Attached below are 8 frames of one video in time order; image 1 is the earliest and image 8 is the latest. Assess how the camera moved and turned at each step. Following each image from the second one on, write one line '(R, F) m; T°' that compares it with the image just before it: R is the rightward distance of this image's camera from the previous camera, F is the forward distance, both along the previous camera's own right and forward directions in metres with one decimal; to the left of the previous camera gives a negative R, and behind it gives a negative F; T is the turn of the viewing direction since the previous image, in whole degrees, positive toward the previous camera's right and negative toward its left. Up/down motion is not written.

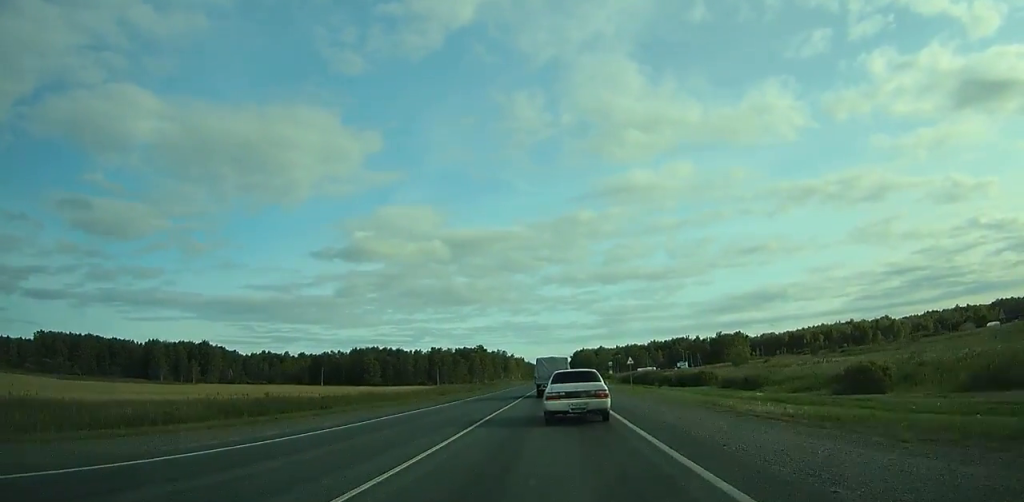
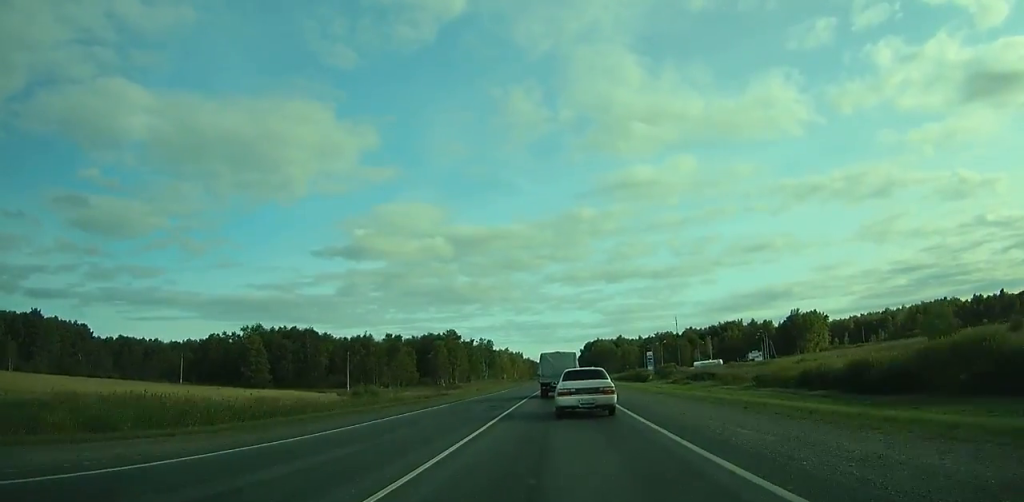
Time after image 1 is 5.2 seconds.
(-0.2, +108.9) m; 0°
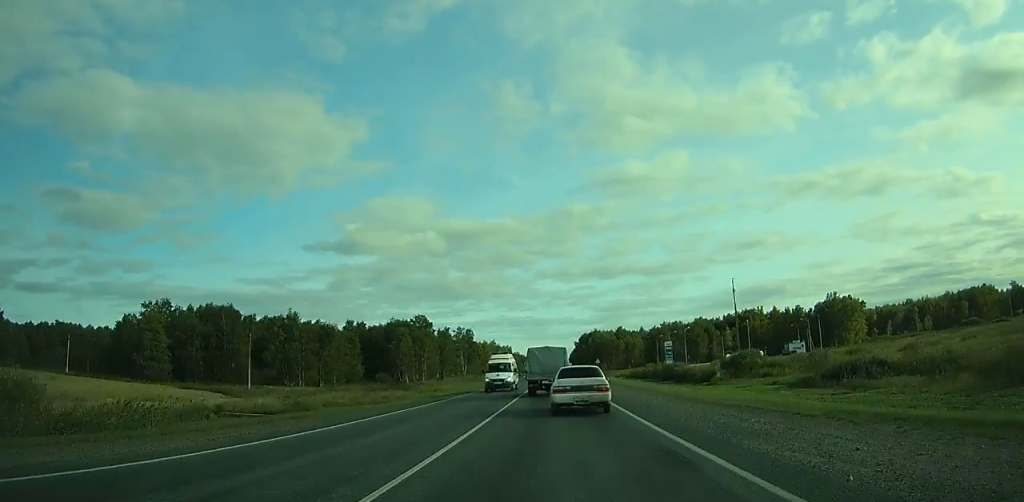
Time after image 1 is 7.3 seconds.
(-0.1, +40.3) m; 0°
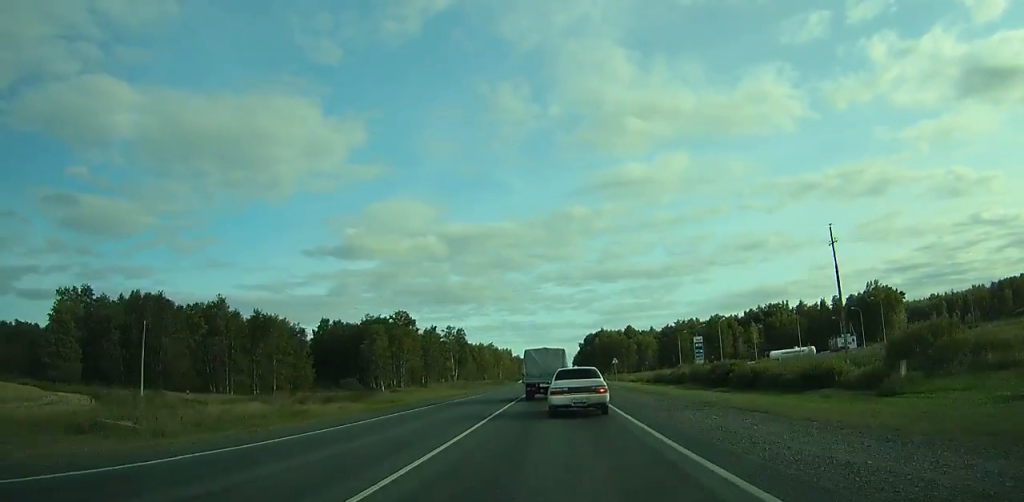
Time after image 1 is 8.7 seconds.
(0.0, +26.0) m; 0°
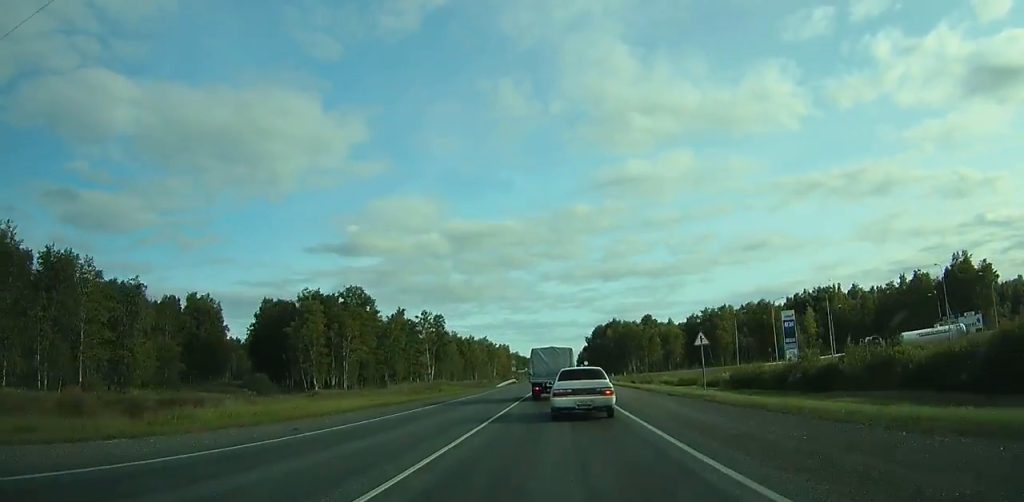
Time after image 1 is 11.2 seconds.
(+0.1, +43.1) m; 0°
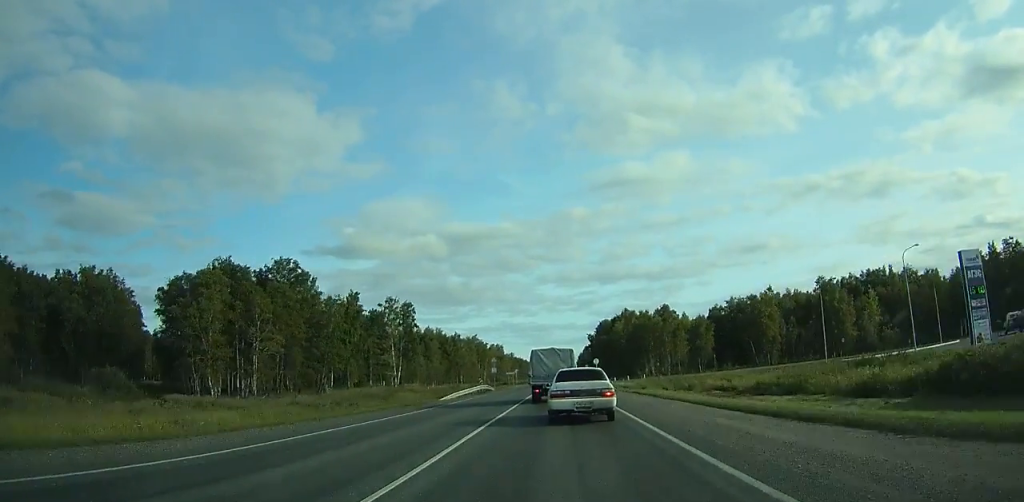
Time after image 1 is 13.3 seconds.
(0.0, +31.9) m; 0°
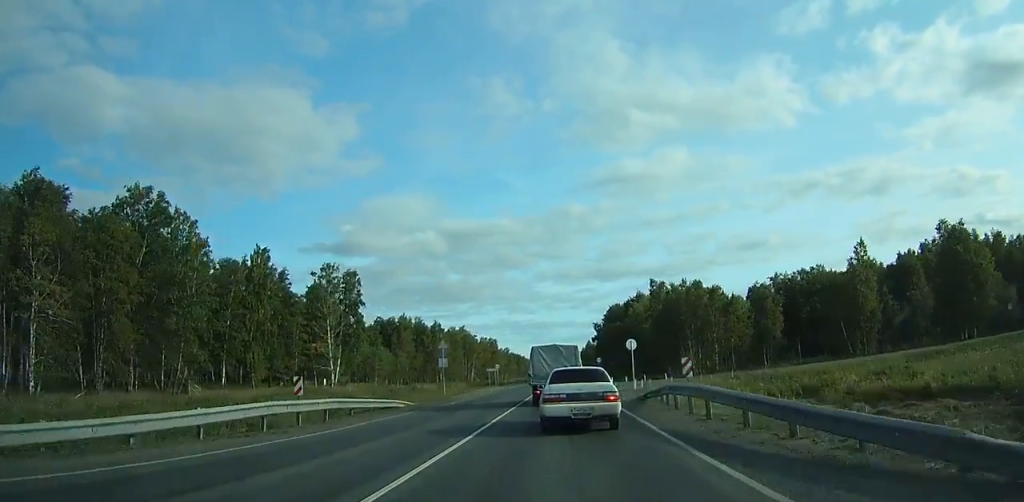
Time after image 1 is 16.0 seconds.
(0.0, +37.2) m; 0°
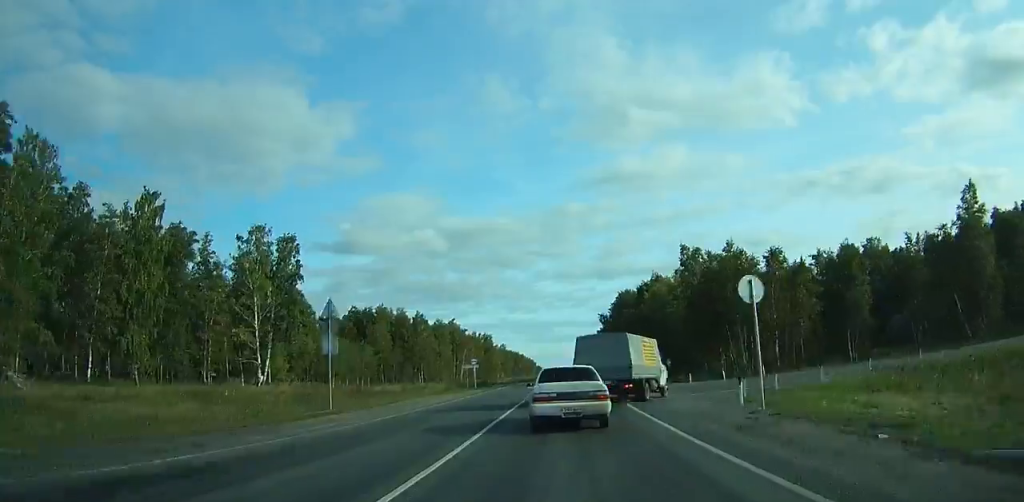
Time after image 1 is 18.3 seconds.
(0.0, +28.5) m; 0°
